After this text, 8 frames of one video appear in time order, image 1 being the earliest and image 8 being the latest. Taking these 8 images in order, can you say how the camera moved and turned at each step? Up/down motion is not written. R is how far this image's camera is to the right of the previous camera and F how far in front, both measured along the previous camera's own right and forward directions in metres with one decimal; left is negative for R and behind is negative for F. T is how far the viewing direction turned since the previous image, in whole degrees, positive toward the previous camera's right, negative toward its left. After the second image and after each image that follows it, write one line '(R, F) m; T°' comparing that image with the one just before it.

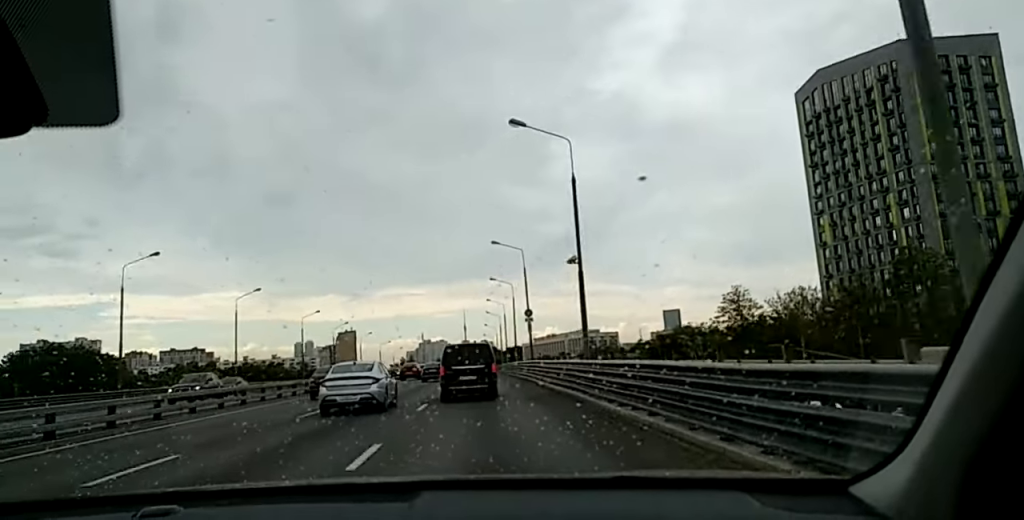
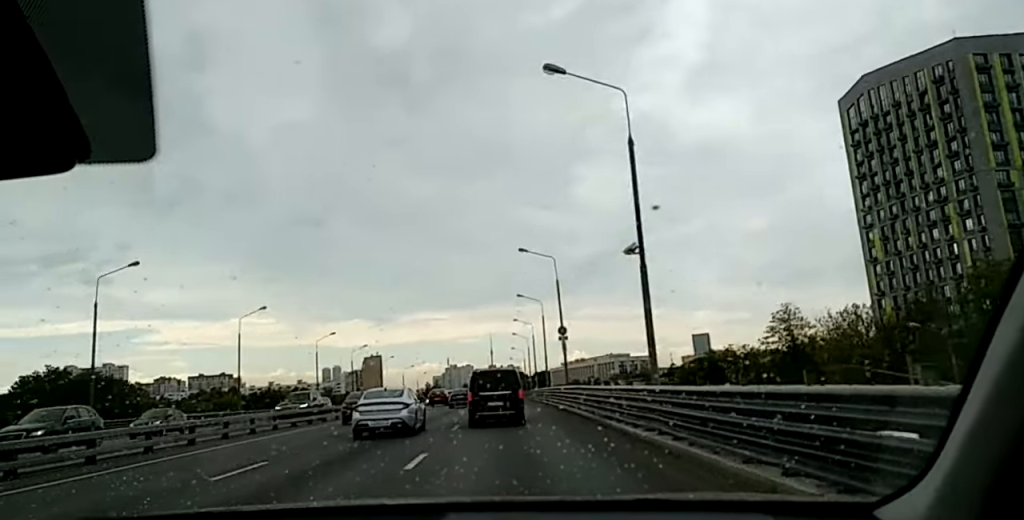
(0.0, +8.7) m; 0°
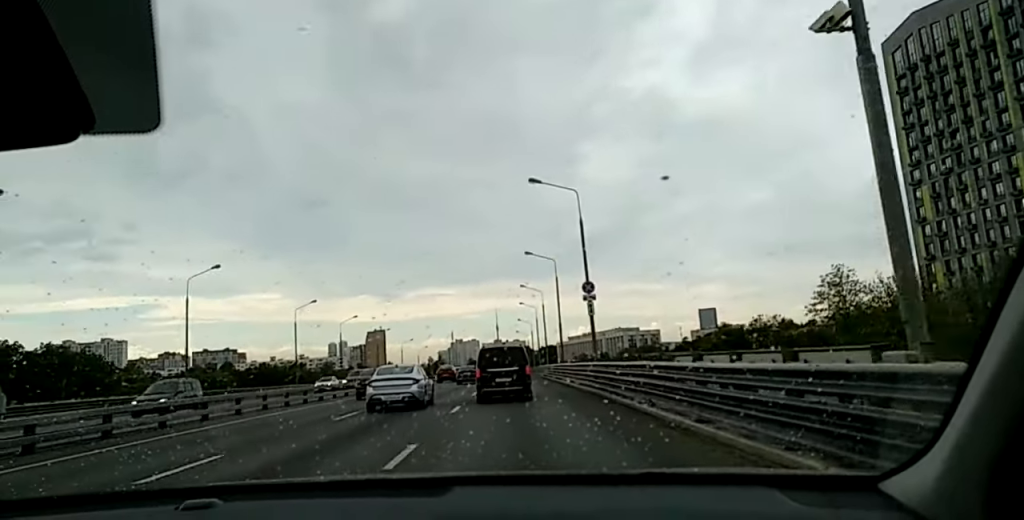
(-0.1, +14.5) m; 0°
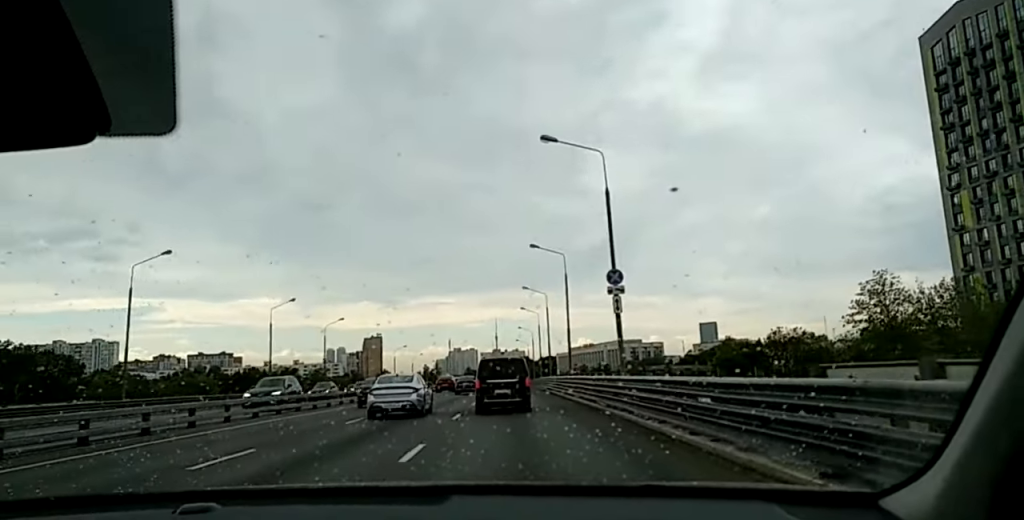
(+0.1, +10.2) m; +1°
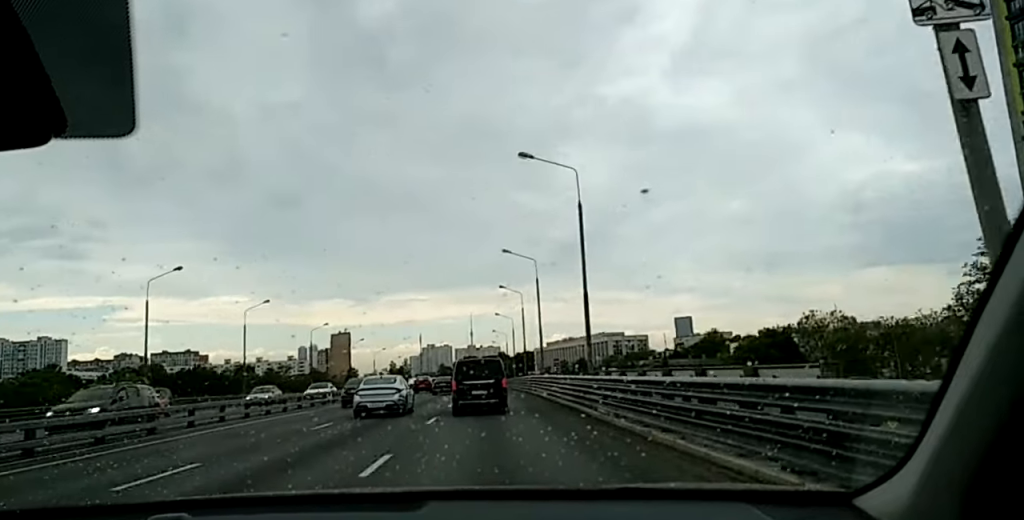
(+0.6, +24.8) m; +1°
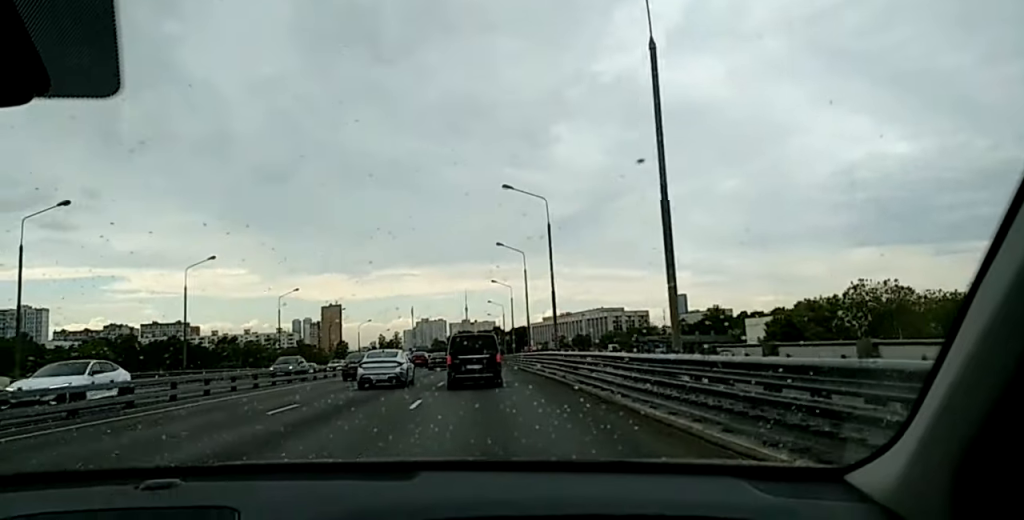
(-0.2, +16.3) m; +2°
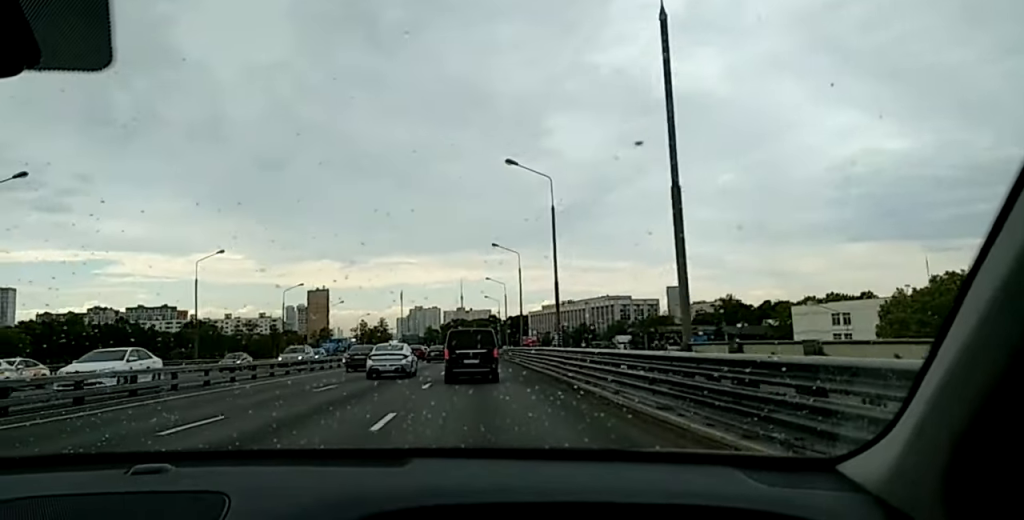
(+0.7, +31.1) m; 0°
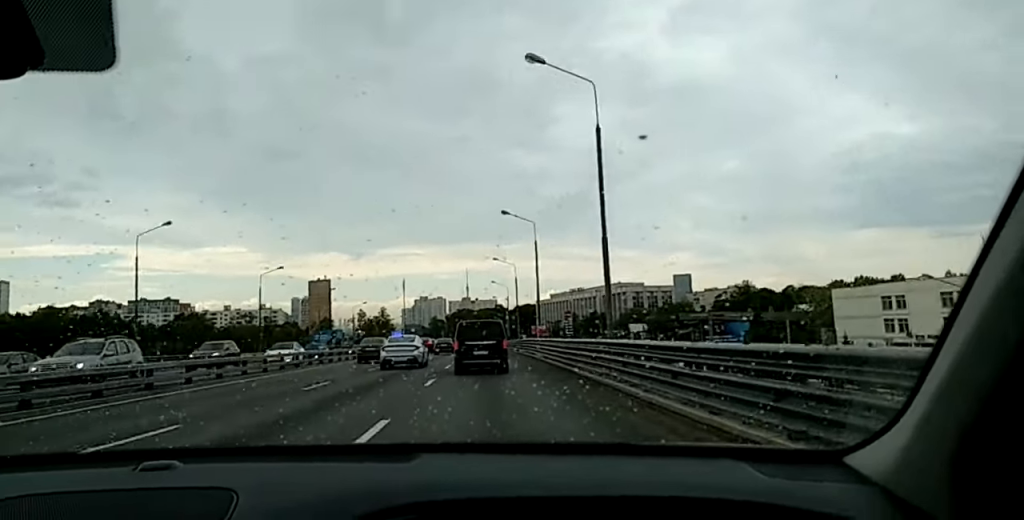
(-0.3, +15.3) m; -1°
